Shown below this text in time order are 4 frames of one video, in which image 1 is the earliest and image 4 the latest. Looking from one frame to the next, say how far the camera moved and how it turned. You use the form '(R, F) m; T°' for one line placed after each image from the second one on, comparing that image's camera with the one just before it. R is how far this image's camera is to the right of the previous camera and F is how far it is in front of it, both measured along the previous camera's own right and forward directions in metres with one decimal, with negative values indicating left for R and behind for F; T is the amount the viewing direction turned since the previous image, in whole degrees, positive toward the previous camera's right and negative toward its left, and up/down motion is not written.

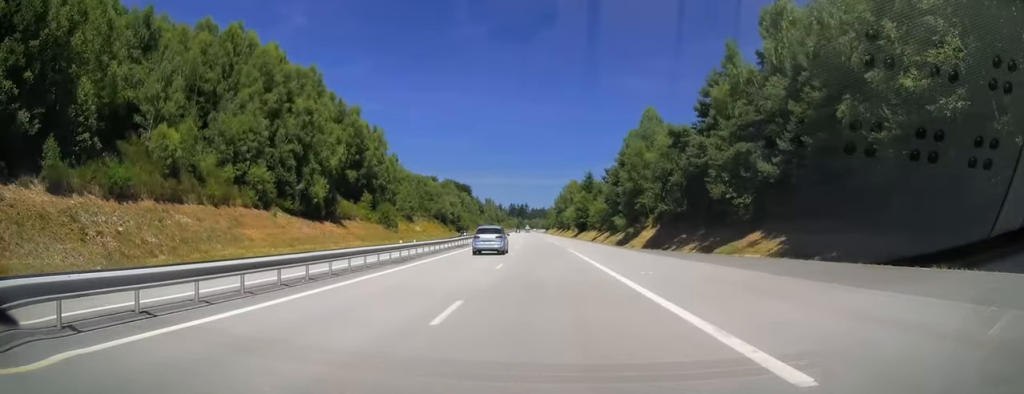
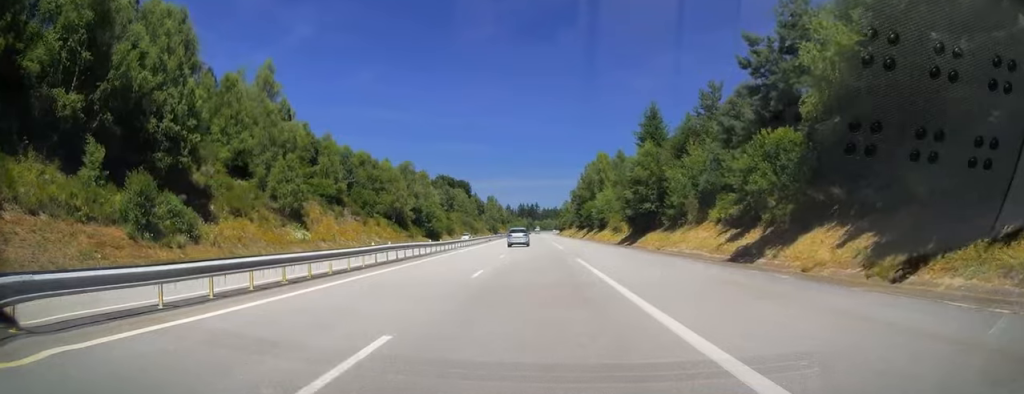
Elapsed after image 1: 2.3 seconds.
(-1.4, +68.7) m; -2°
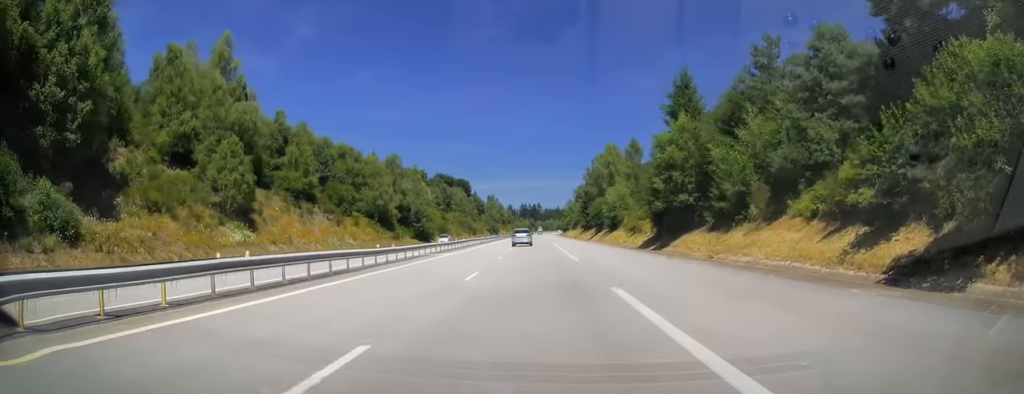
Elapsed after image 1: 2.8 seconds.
(0.0, +13.7) m; 0°
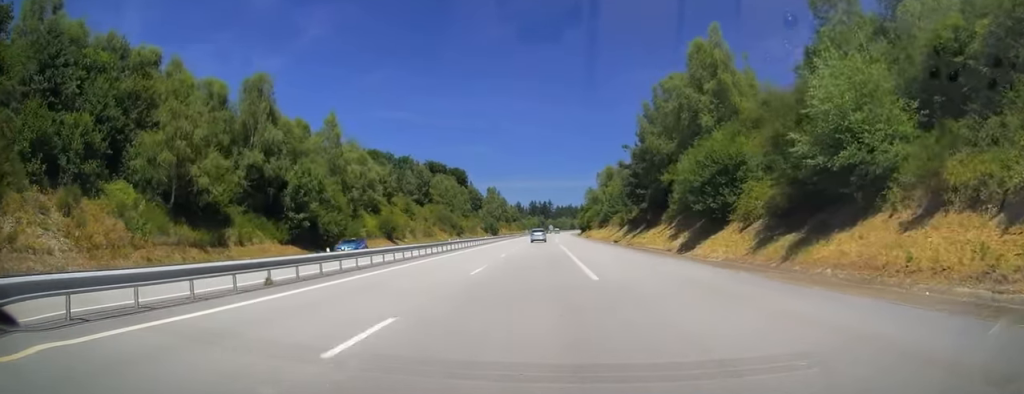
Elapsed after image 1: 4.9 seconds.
(-0.3, +62.6) m; -1°
